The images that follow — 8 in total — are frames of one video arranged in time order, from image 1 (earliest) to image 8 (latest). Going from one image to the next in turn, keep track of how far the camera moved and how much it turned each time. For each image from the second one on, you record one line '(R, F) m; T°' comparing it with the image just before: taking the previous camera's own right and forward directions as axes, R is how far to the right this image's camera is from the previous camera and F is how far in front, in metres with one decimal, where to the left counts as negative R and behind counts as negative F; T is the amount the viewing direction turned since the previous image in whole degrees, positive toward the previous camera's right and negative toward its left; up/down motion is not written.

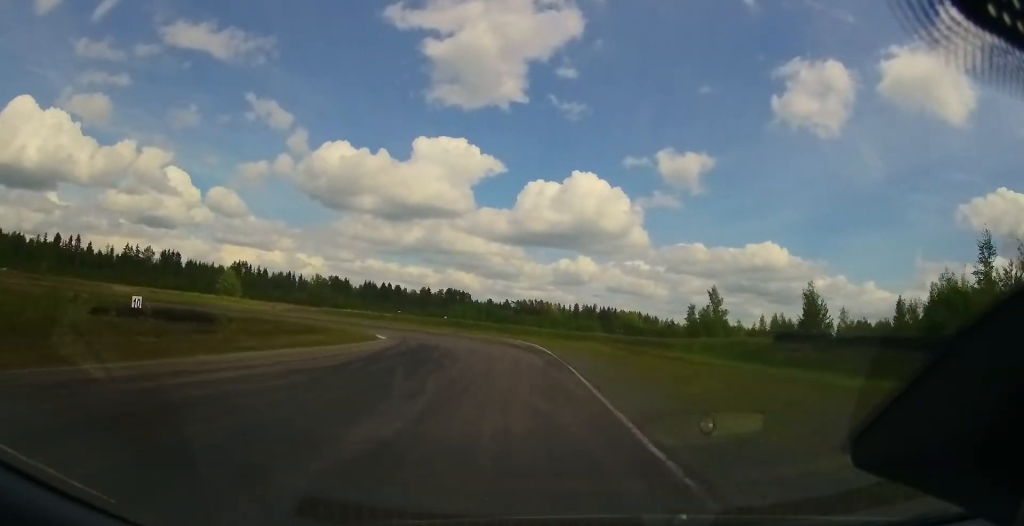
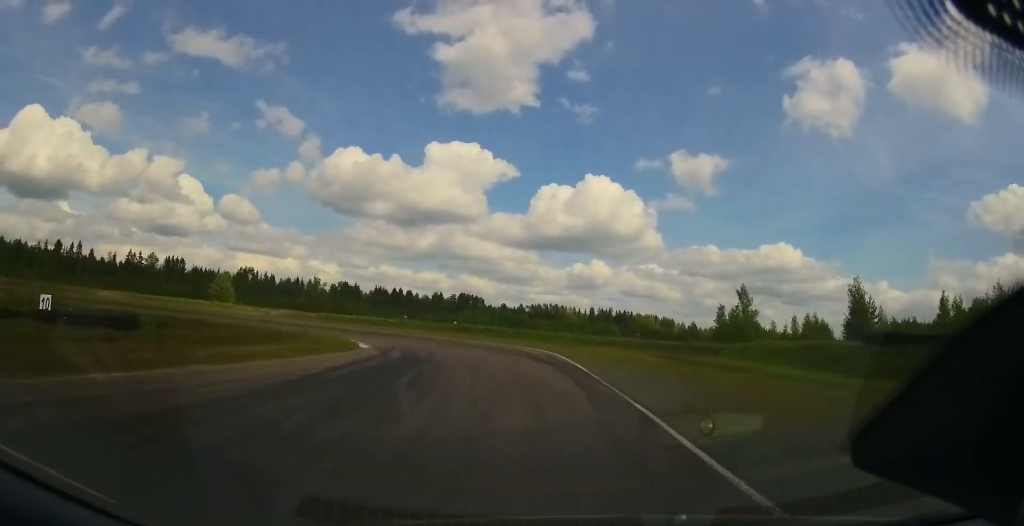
(-0.6, +9.4) m; -3°
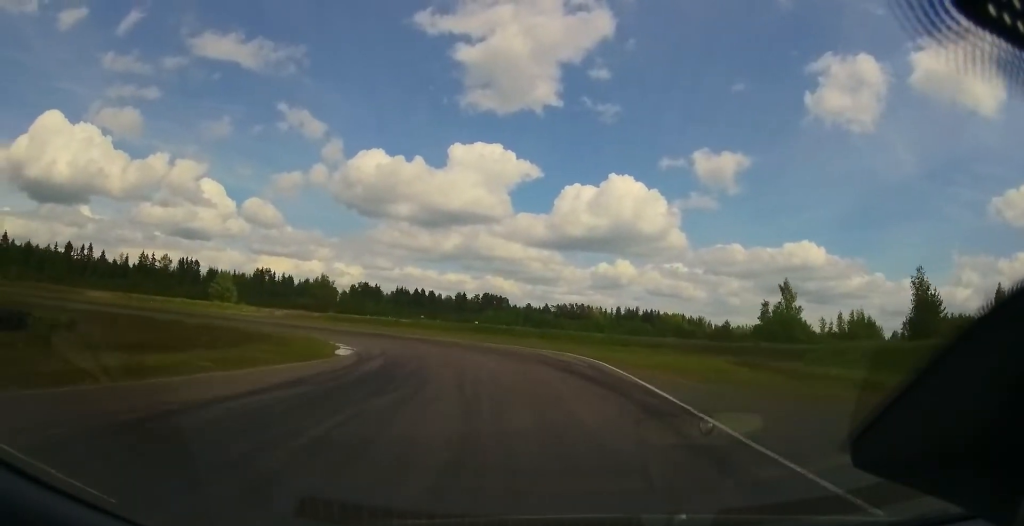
(-0.3, +9.7) m; -4°
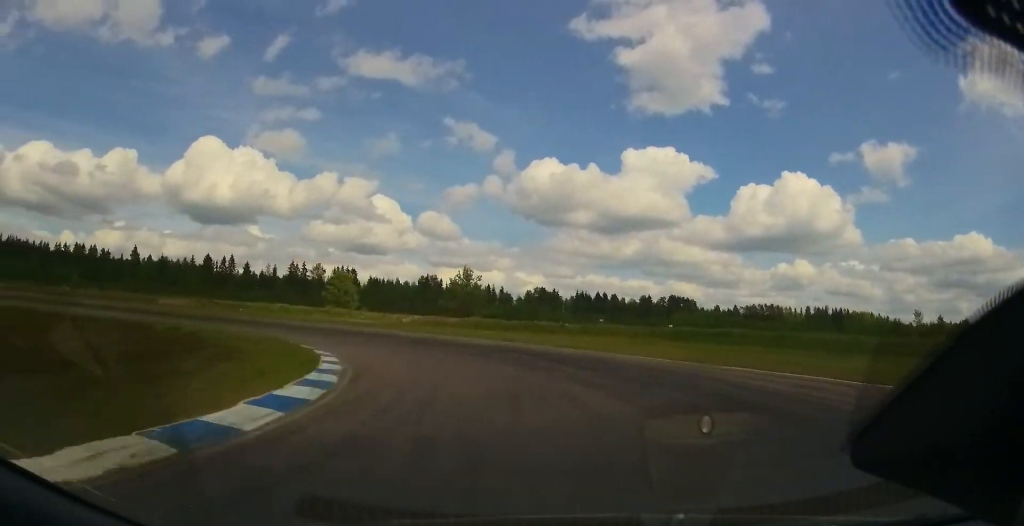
(-3.1, +25.1) m; -20°
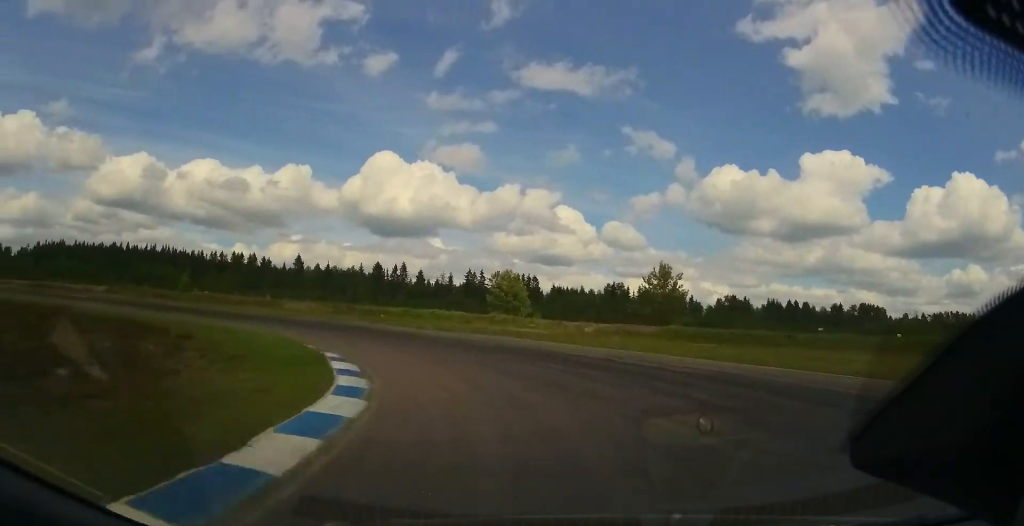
(-2.1, +14.2) m; -19°
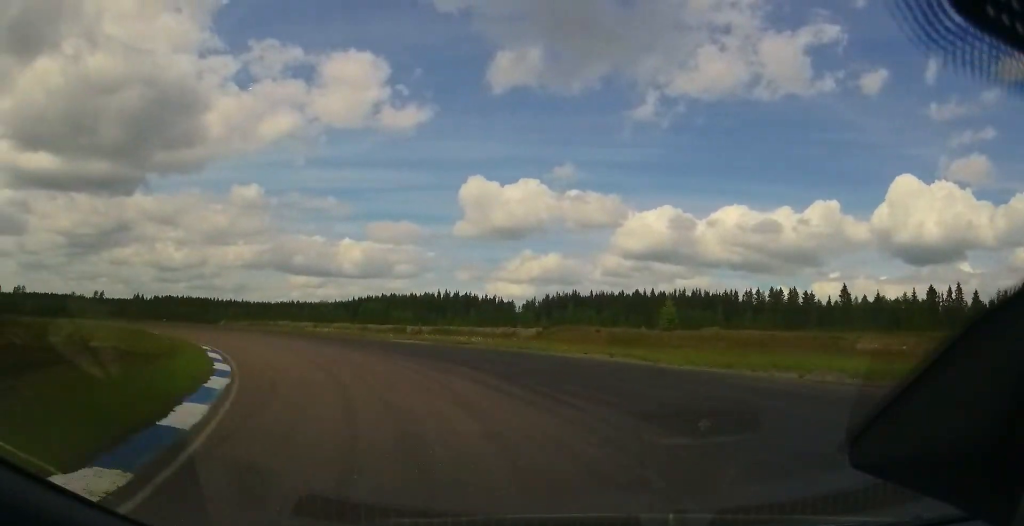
(-14.9, +28.5) m; -57°
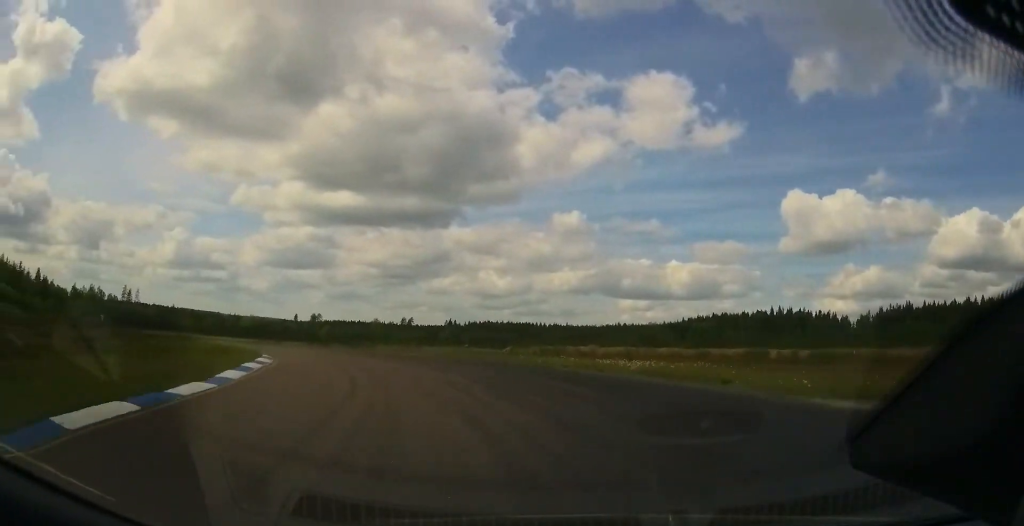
(-5.9, +21.0) m; -34°
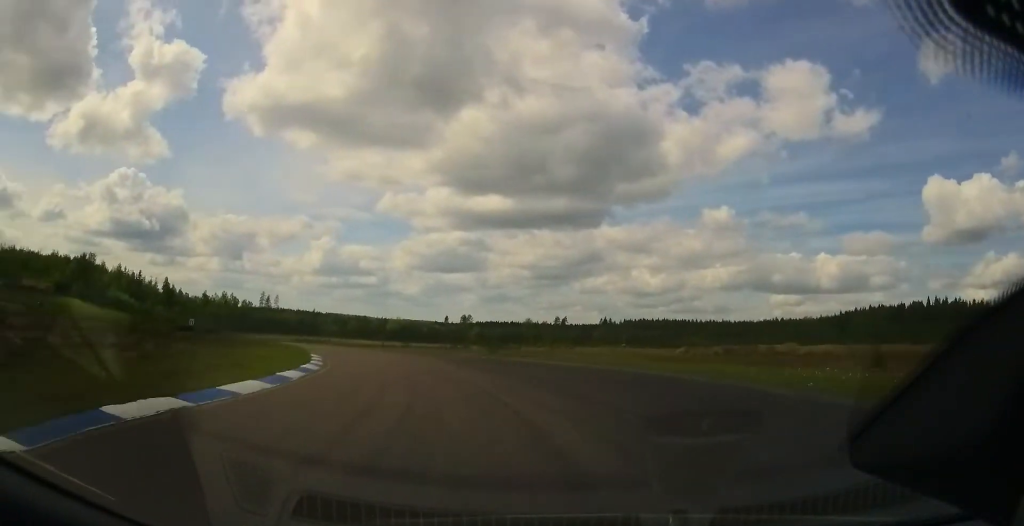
(-2.9, +13.4) m; -12°
